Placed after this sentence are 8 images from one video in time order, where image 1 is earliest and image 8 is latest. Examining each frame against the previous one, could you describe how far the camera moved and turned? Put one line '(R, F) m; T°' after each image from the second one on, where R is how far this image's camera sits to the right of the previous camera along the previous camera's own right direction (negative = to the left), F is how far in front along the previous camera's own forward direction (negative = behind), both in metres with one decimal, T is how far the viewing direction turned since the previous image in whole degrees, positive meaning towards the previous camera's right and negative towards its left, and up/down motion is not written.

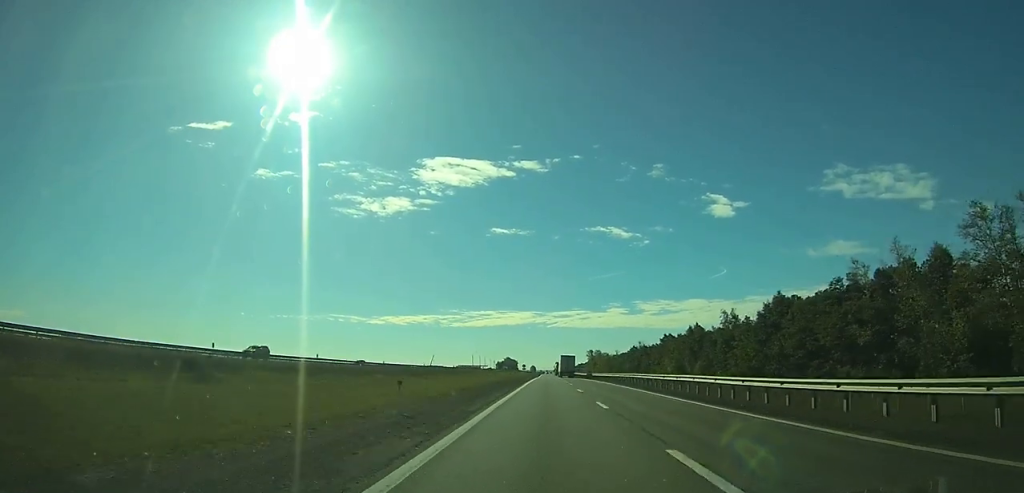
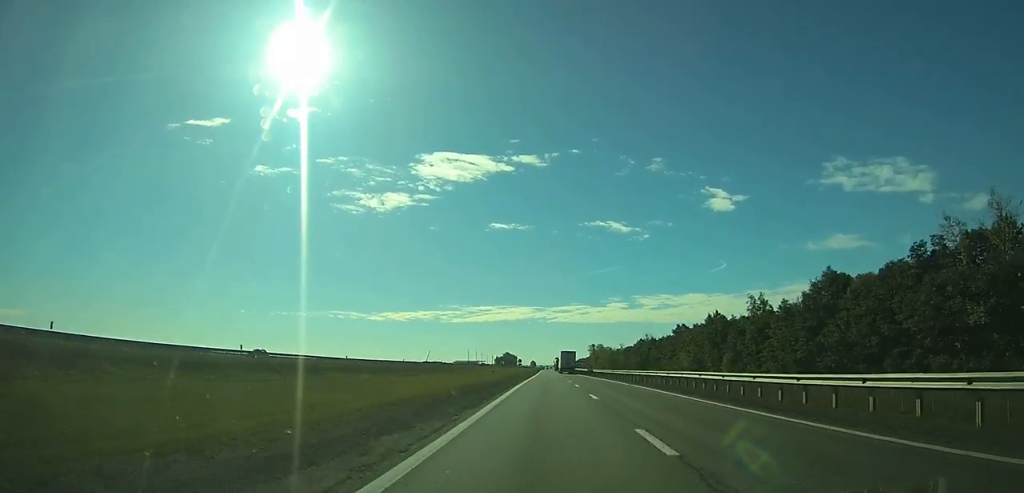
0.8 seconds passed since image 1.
(+0.1, +21.6) m; 0°
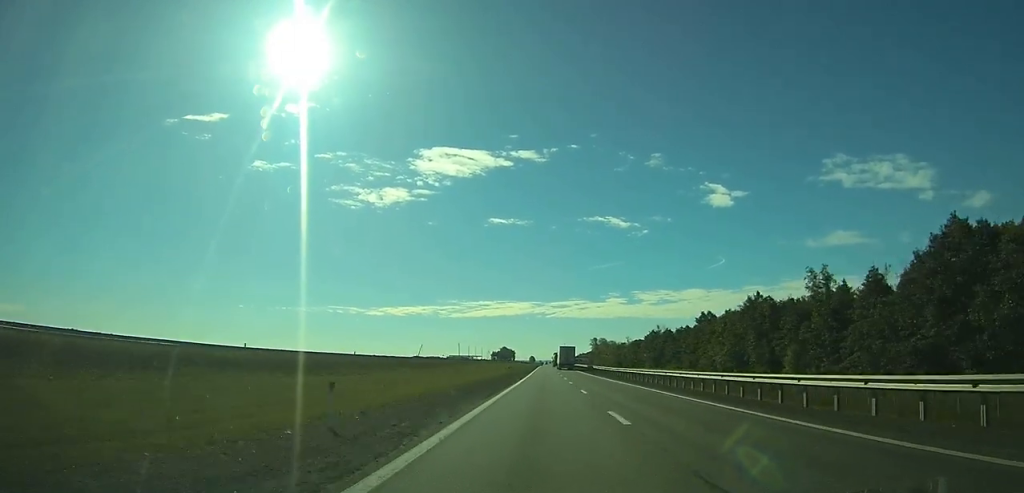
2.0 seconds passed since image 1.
(0.0, +32.3) m; 0°
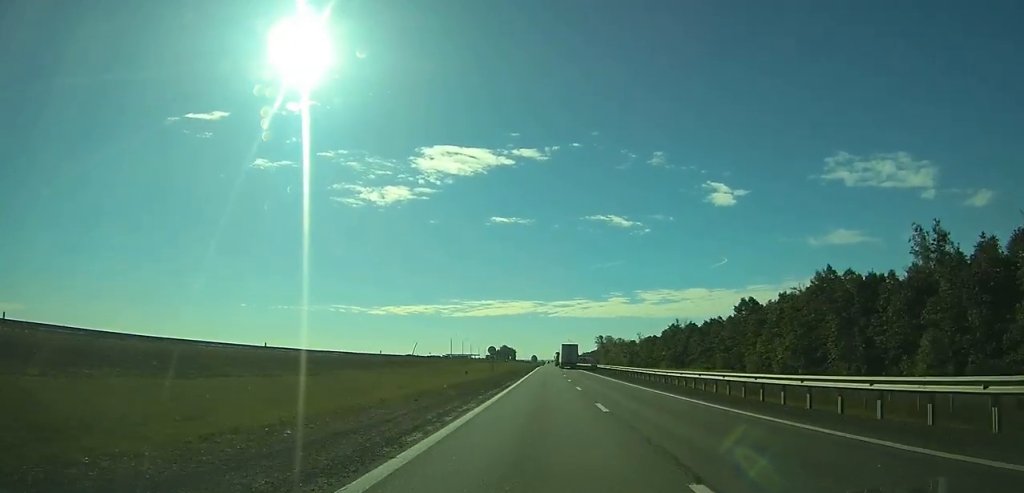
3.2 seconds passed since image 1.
(+0.1, +32.5) m; 0°
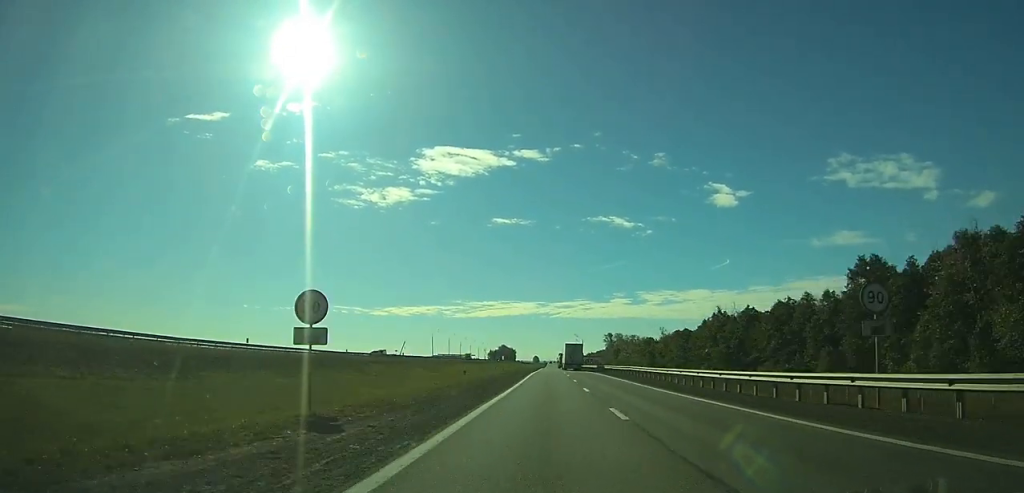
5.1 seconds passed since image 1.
(0.0, +50.7) m; 0°
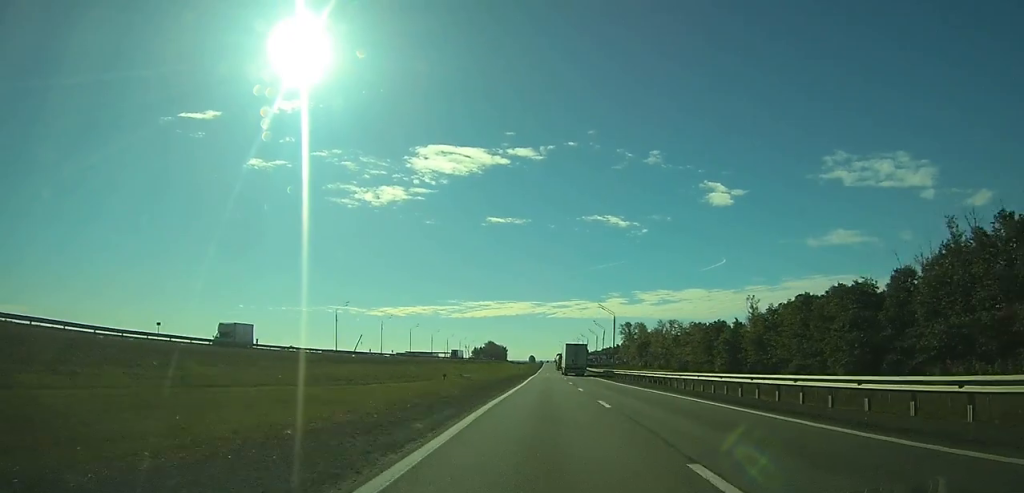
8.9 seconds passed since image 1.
(-0.3, +104.3) m; 0°
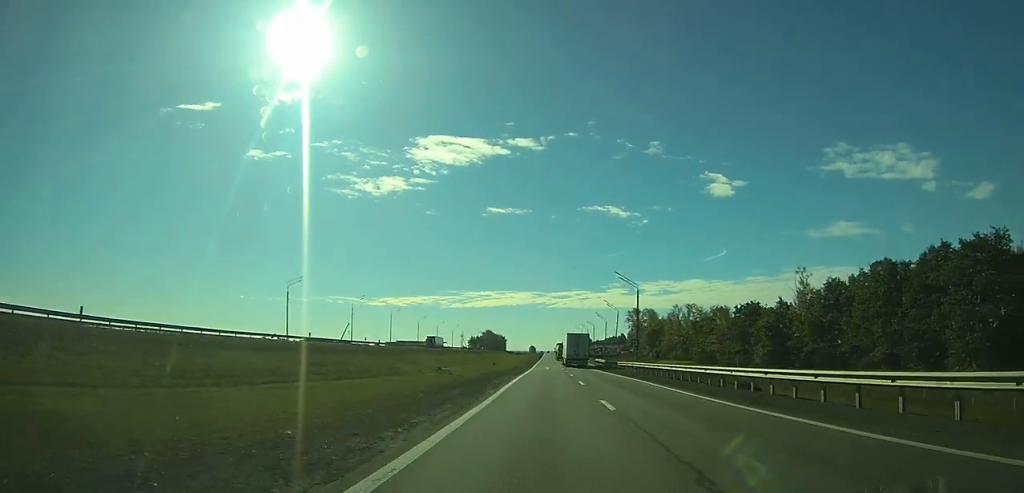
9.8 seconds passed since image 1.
(0.0, +25.8) m; 0°
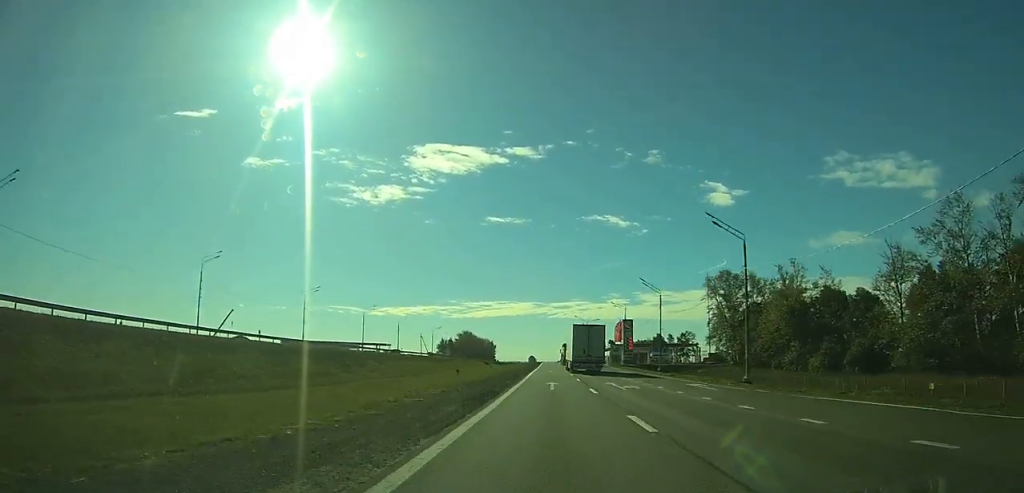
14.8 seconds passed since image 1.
(-1.0, +136.3) m; 0°
